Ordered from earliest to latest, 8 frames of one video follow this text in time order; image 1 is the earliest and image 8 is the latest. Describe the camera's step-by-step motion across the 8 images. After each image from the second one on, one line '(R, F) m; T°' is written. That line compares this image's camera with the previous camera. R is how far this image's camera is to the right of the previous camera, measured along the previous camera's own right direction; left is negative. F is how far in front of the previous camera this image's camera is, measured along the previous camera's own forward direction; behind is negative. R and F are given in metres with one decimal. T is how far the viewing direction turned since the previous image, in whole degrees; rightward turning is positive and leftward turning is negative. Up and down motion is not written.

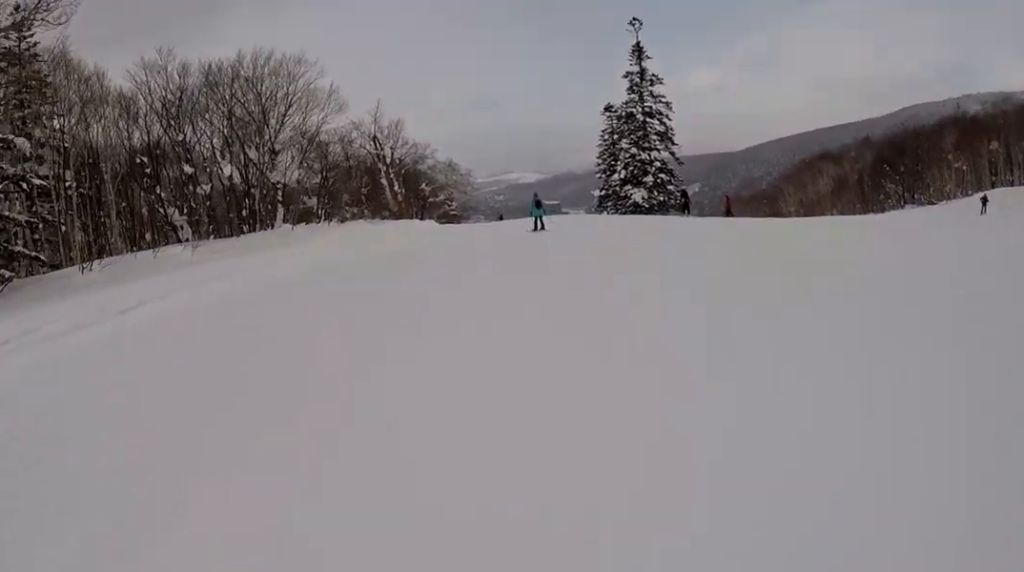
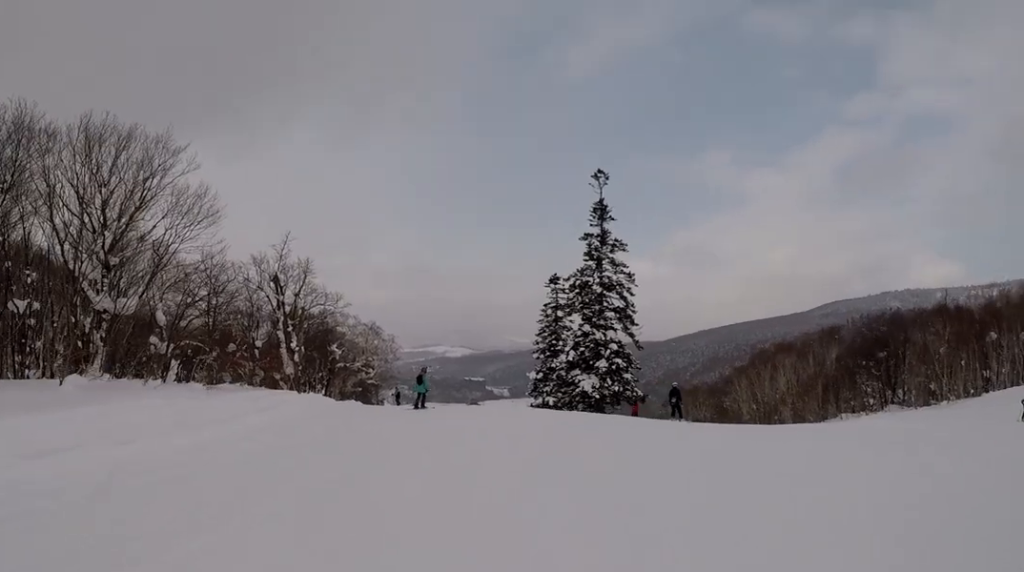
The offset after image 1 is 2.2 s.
(+0.8, +12.8) m; +1°
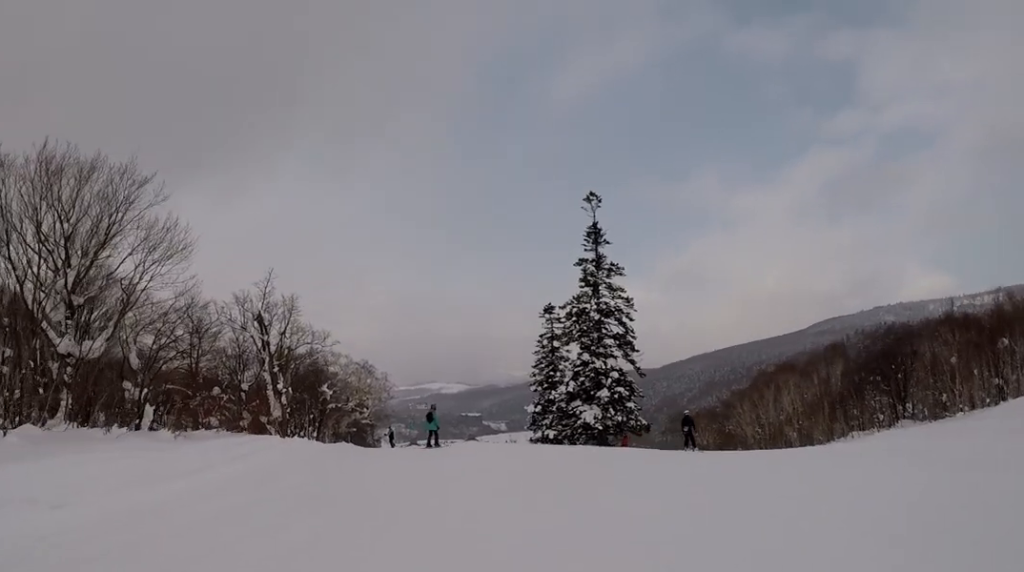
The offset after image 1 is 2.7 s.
(-0.1, +2.3) m; -1°
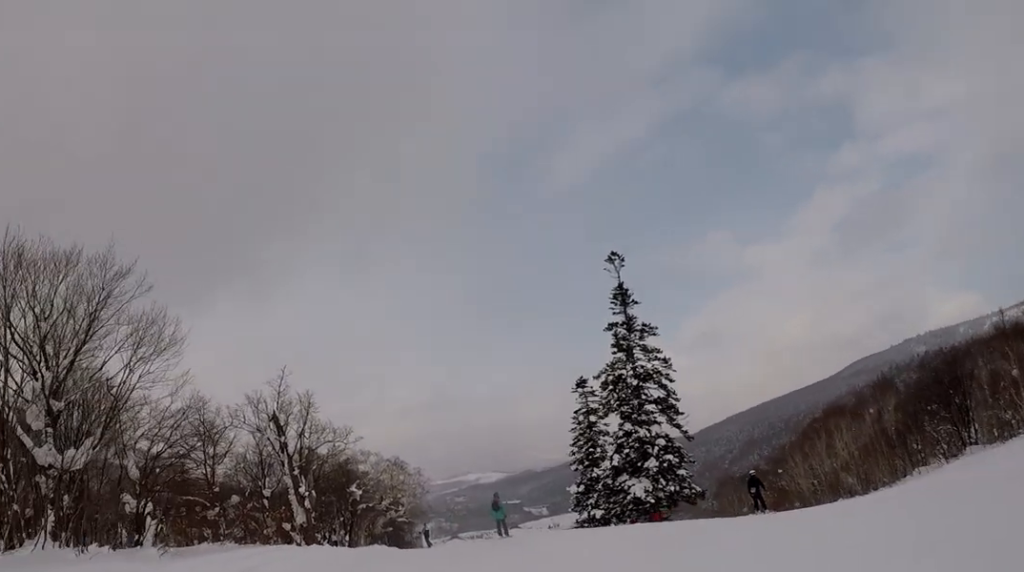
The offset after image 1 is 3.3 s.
(-0.4, +3.3) m; 0°
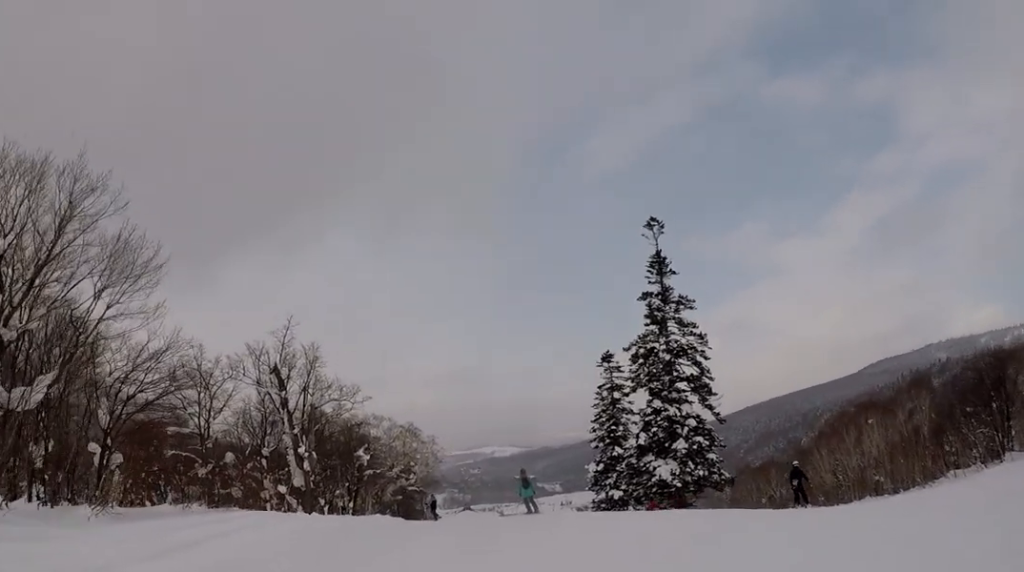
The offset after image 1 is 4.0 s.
(+0.3, +3.7) m; 0°
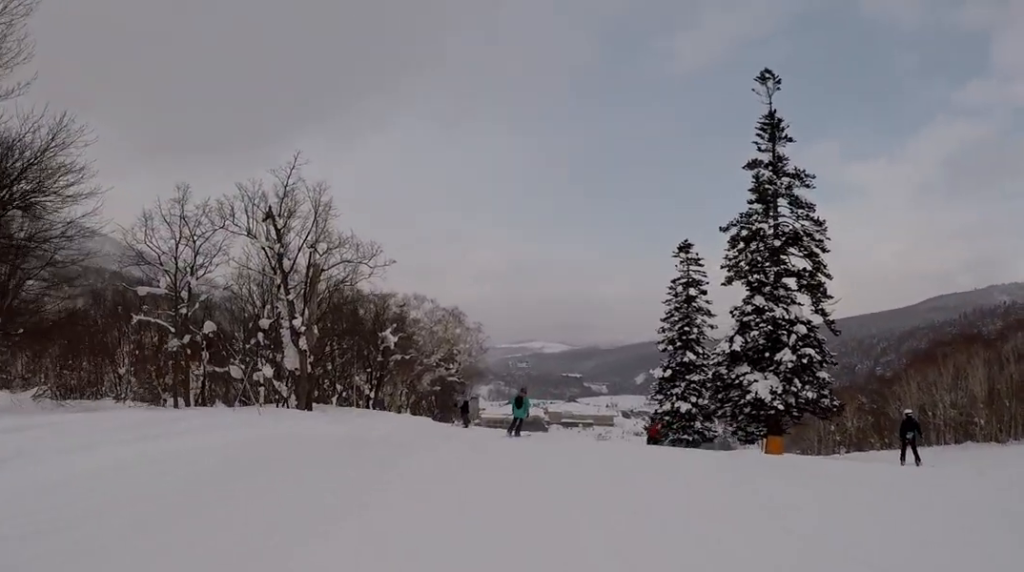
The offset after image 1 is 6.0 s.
(-0.7, +9.2) m; -3°
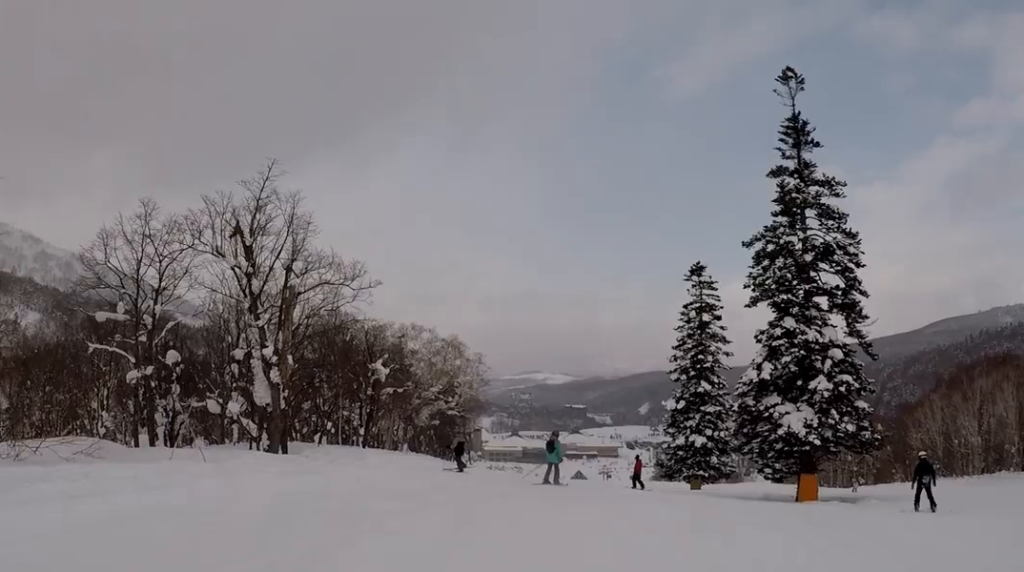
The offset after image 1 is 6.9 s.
(+0.2, +4.0) m; +3°
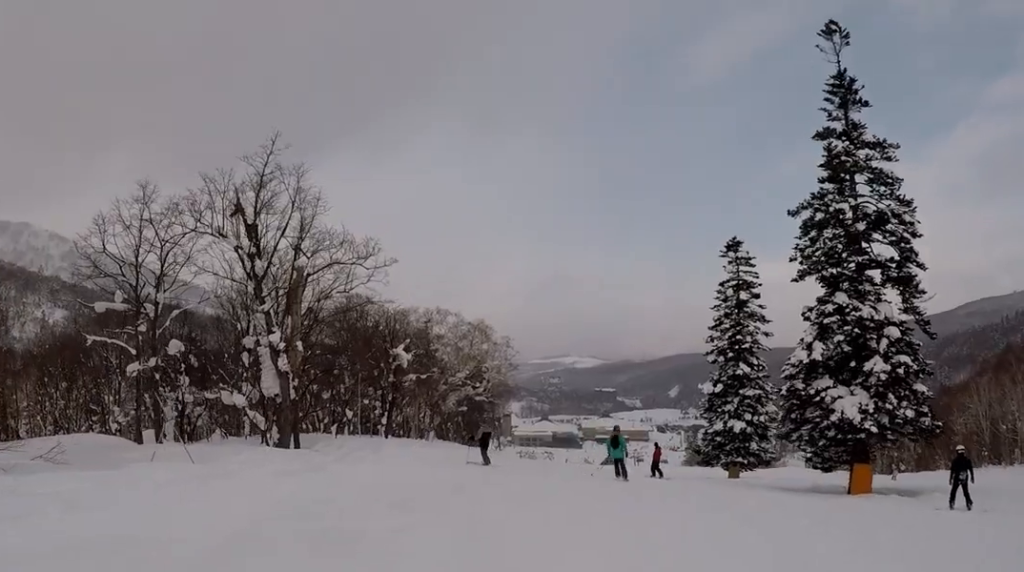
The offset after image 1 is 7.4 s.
(+0.3, +2.6) m; 0°
